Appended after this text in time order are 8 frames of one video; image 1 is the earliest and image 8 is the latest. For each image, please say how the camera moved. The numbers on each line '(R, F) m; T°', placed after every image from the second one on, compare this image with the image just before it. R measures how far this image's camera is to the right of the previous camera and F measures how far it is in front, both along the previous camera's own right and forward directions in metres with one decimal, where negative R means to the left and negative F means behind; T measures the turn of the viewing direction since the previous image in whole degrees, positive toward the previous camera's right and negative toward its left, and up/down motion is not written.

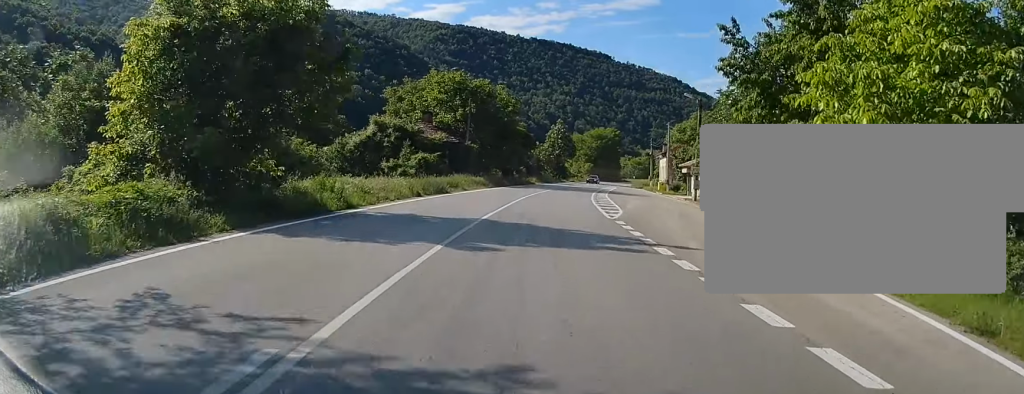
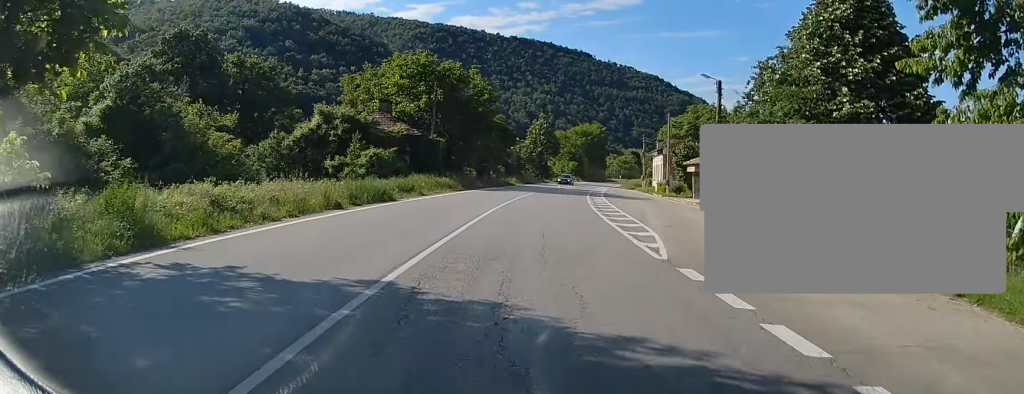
(+0.1, +11.1) m; +2°
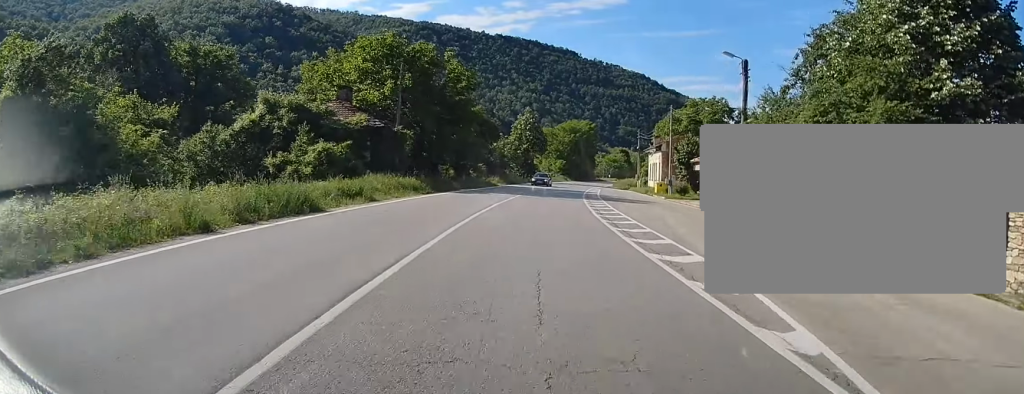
(+0.2, +8.4) m; +1°
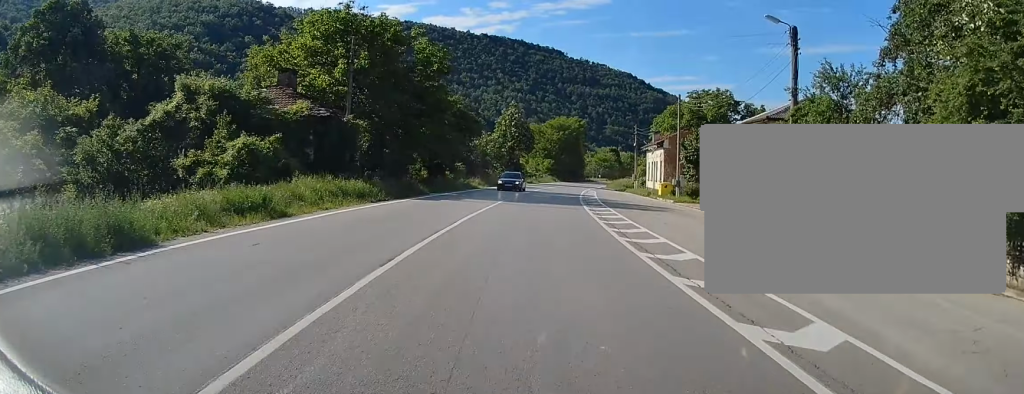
(+0.2, +9.0) m; +1°
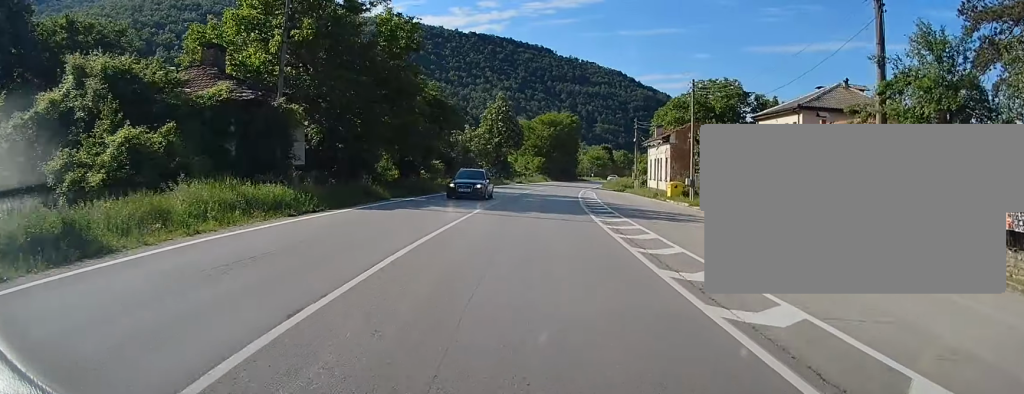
(+0.1, +8.3) m; +1°
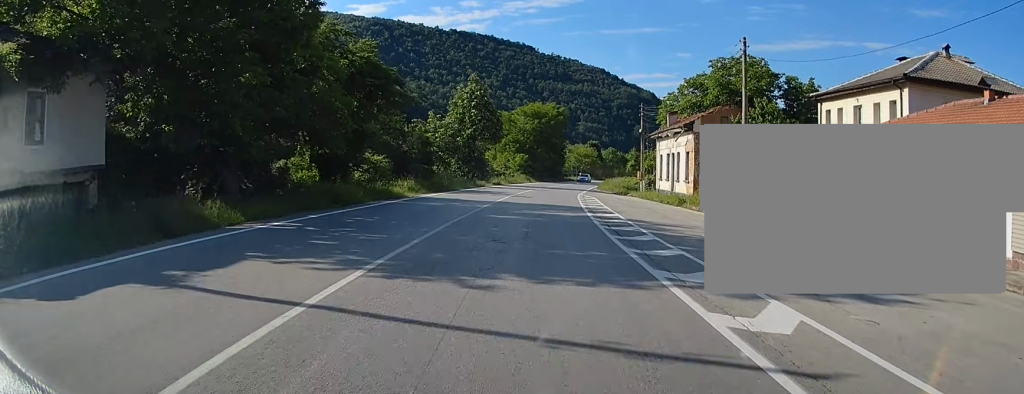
(+0.1, +15.2) m; +2°
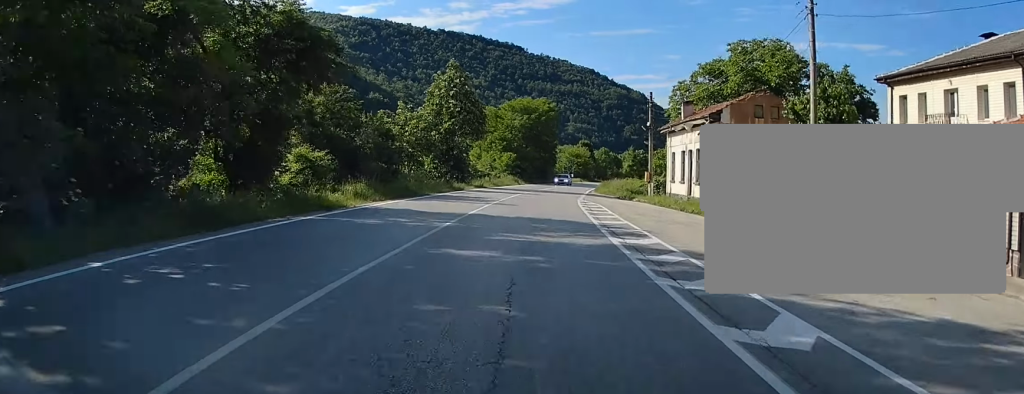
(+0.2, +9.5) m; +1°
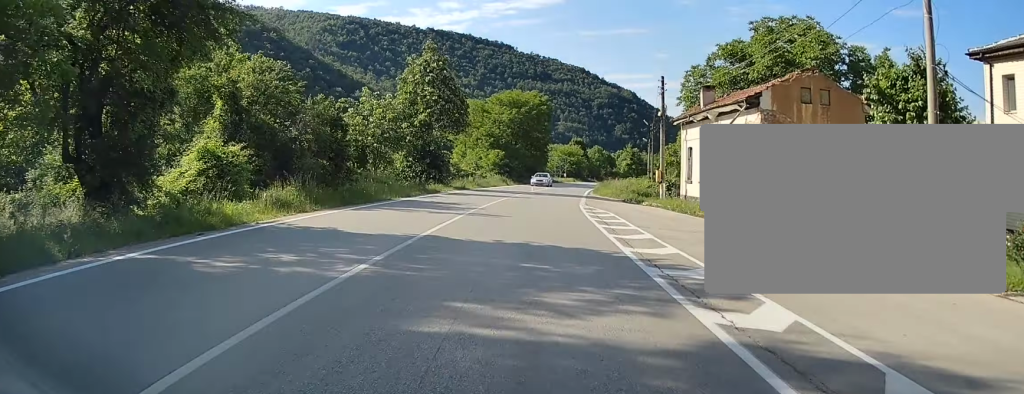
(+0.1, +8.2) m; +1°
